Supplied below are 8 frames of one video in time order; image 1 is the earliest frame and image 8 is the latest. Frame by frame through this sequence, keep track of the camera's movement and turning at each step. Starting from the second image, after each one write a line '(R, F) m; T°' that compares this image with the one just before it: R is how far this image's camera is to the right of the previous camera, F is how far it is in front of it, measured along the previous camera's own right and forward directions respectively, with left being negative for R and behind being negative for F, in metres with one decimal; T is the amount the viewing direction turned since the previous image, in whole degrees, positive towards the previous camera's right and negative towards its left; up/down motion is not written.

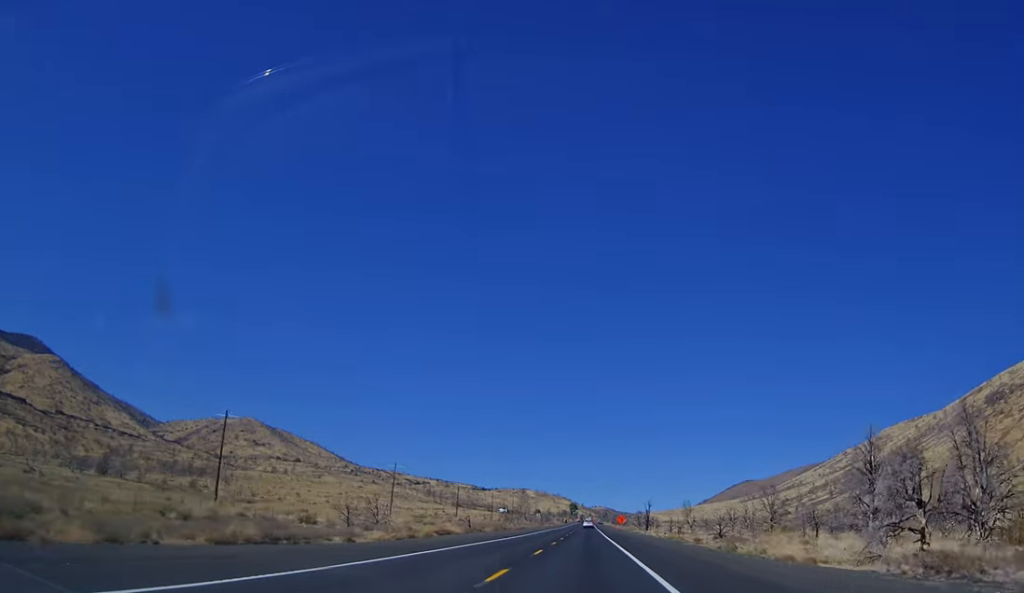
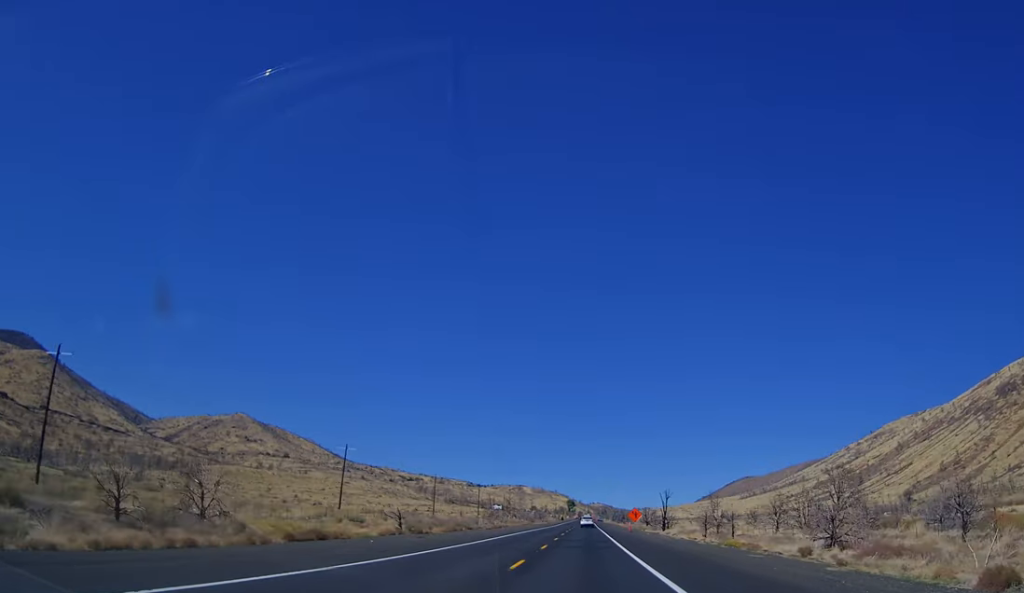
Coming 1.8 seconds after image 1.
(+0.1, +33.2) m; 0°
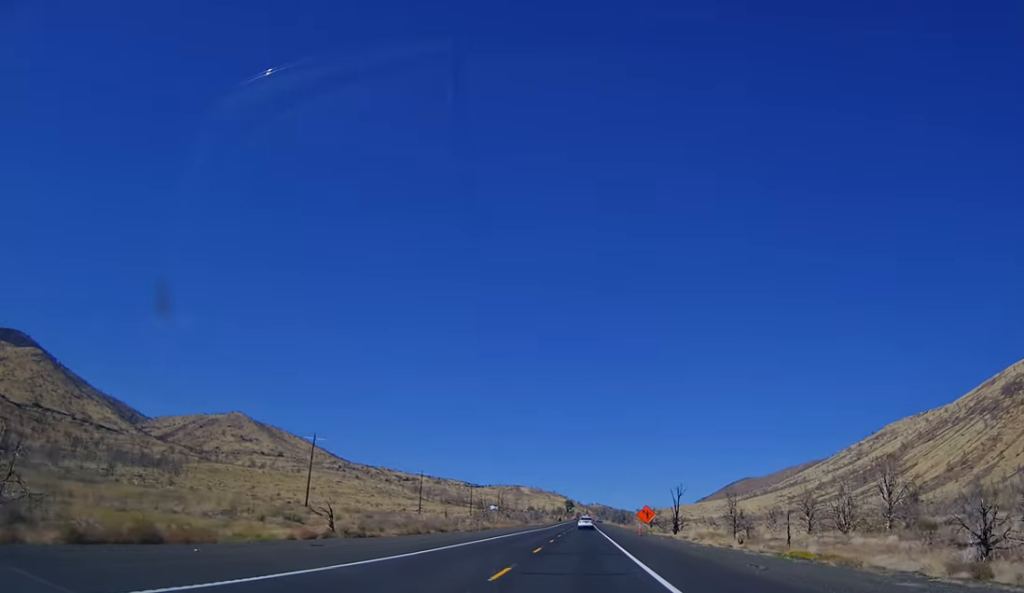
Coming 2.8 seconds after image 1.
(0.0, +17.1) m; 0°
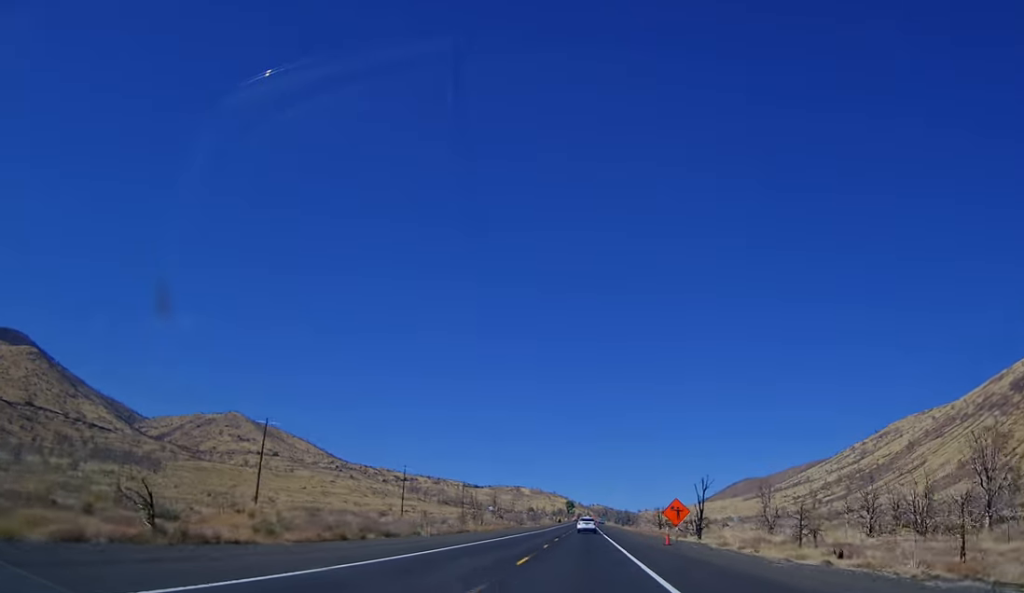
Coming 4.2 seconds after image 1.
(0.0, +22.3) m; 0°
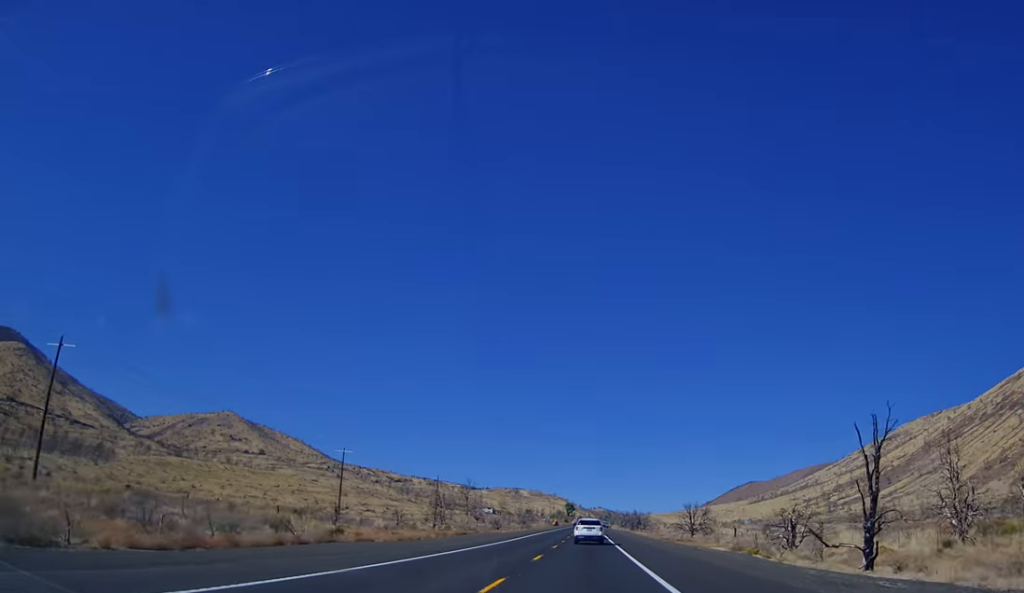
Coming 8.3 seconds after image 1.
(+0.6, +52.8) m; +1°
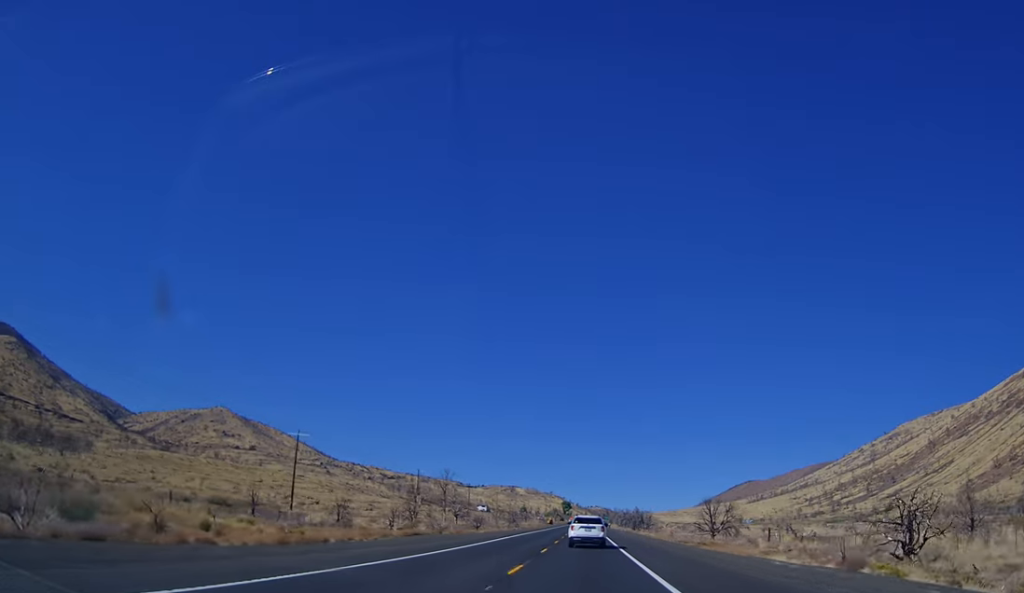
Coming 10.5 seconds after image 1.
(-0.4, +20.8) m; -1°
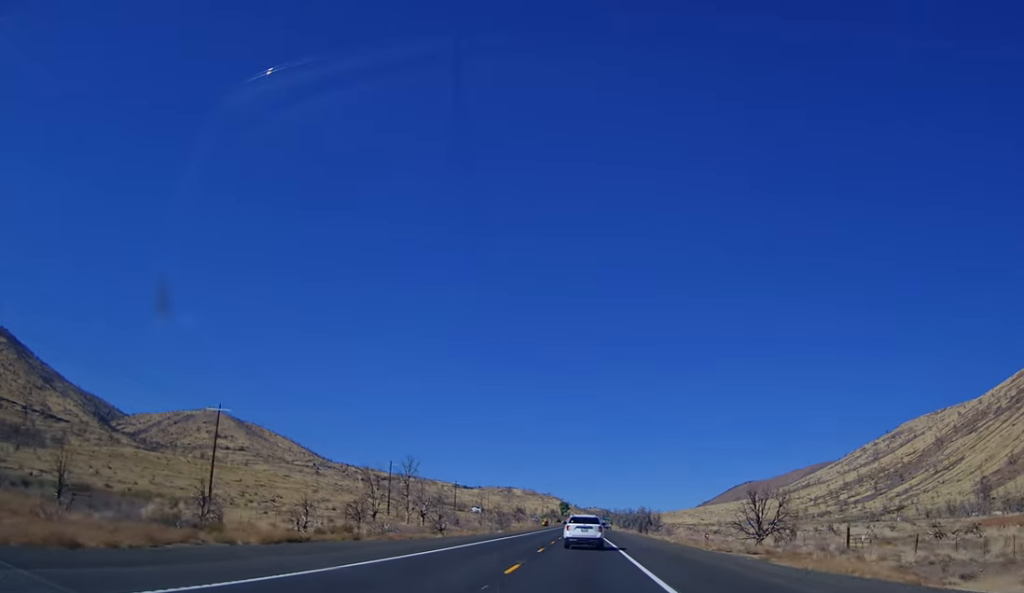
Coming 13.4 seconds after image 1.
(-0.1, +25.2) m; -1°
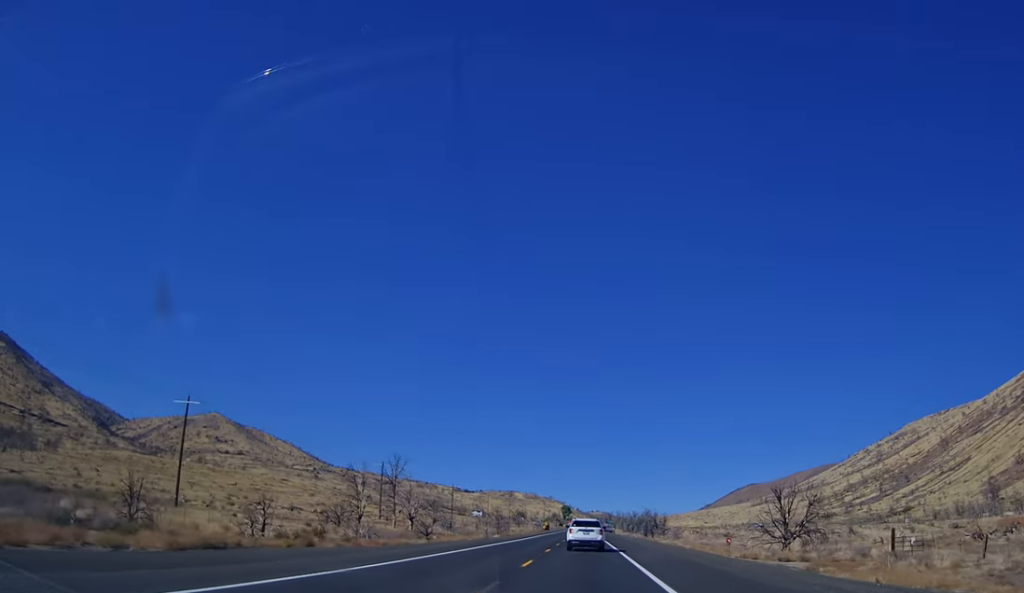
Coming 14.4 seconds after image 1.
(+0.1, +8.3) m; -1°
